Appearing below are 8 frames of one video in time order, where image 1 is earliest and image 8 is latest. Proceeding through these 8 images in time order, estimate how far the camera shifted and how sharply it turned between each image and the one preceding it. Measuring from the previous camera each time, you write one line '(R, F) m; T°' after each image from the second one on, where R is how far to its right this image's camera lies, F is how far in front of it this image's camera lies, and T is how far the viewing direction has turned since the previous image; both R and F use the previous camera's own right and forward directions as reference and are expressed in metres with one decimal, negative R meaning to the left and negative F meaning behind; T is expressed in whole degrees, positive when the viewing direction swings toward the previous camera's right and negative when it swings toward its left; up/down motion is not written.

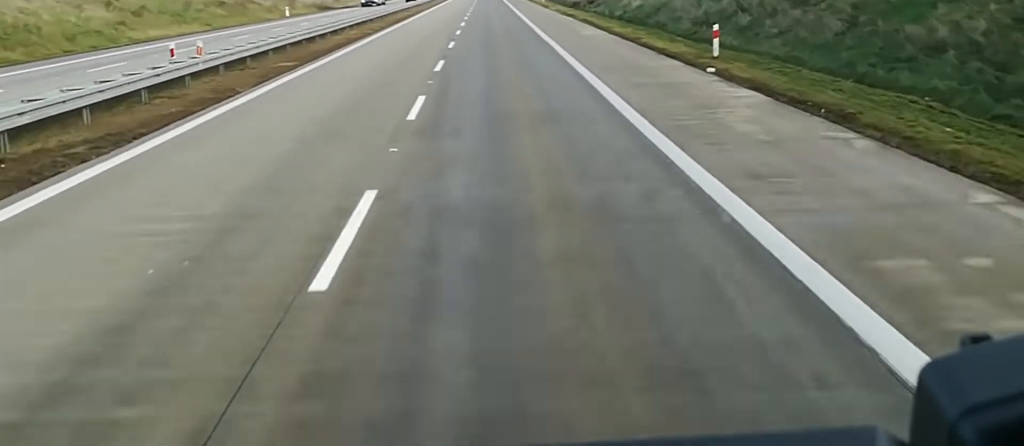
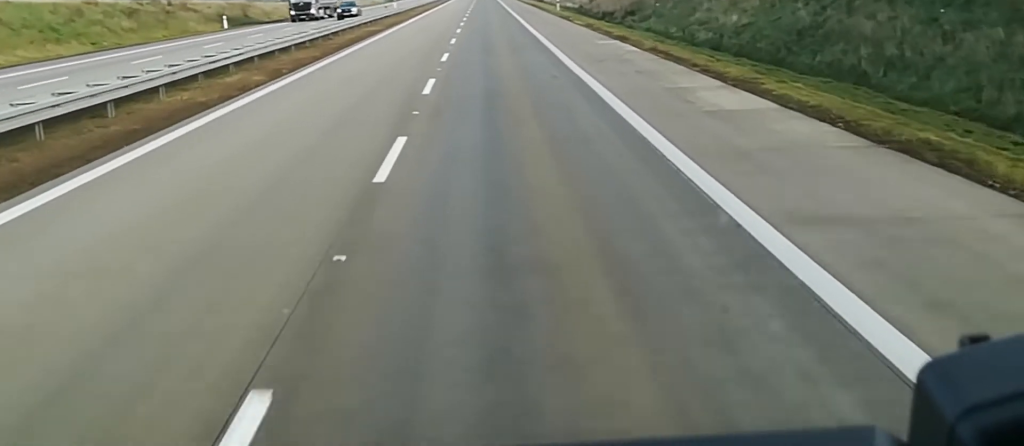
(+0.2, +30.4) m; +1°
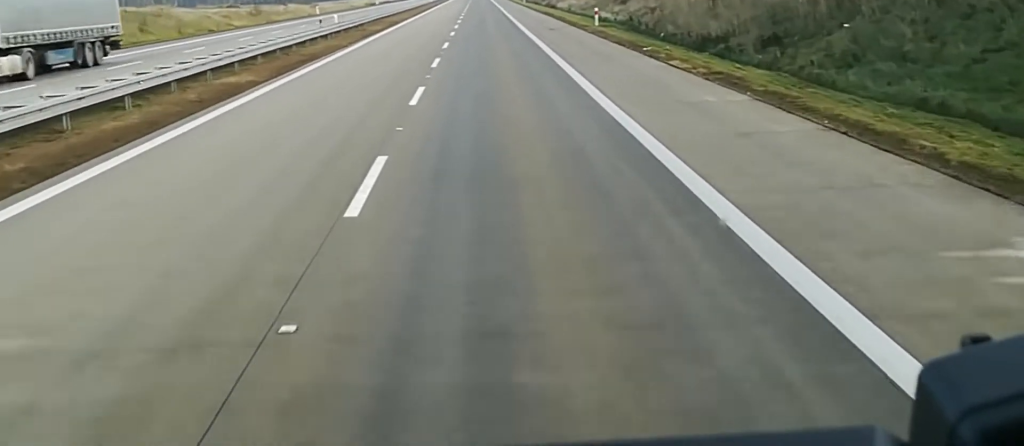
(+0.3, +38.0) m; 0°
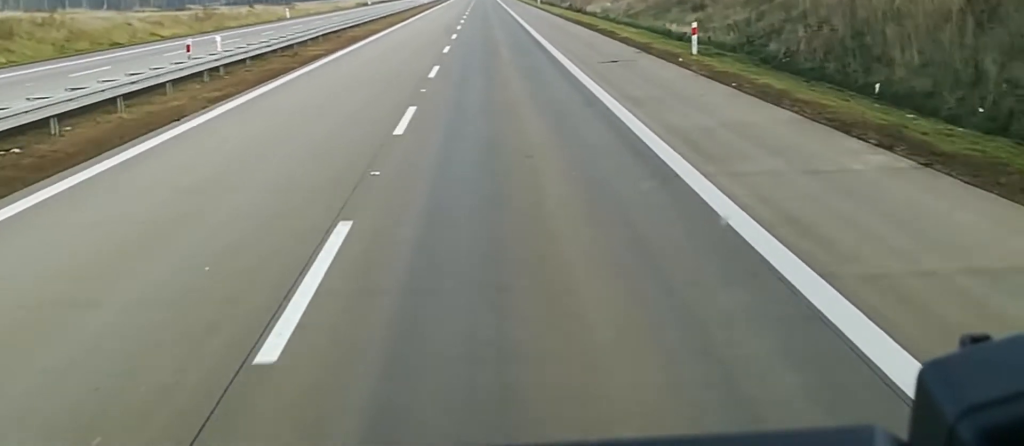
(-0.4, +29.7) m; -1°
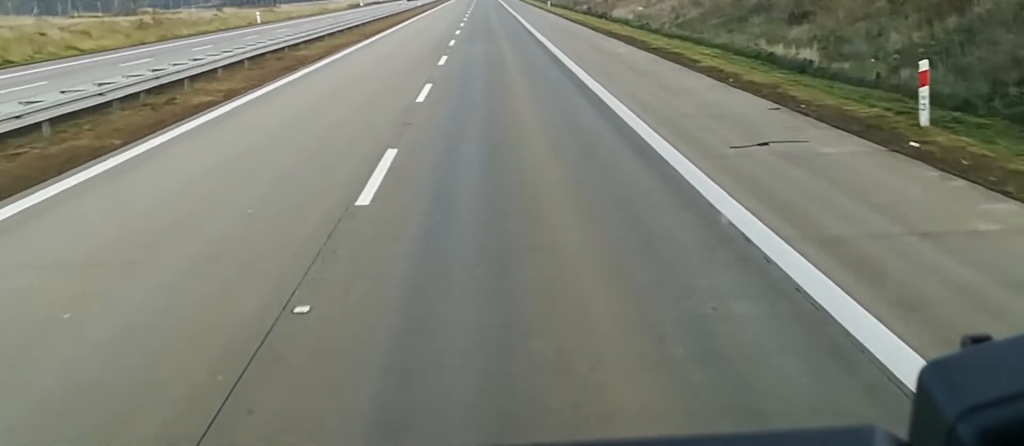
(-0.1, +18.5) m; 0°
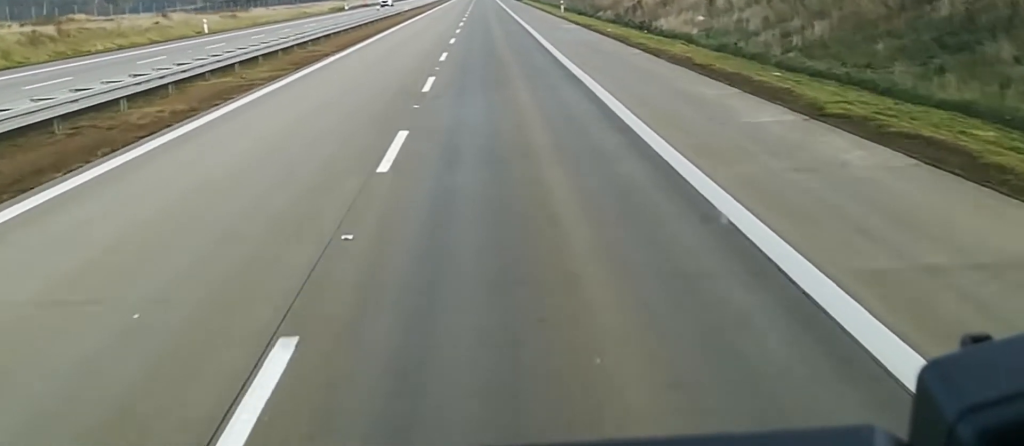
(0.0, +21.0) m; 0°
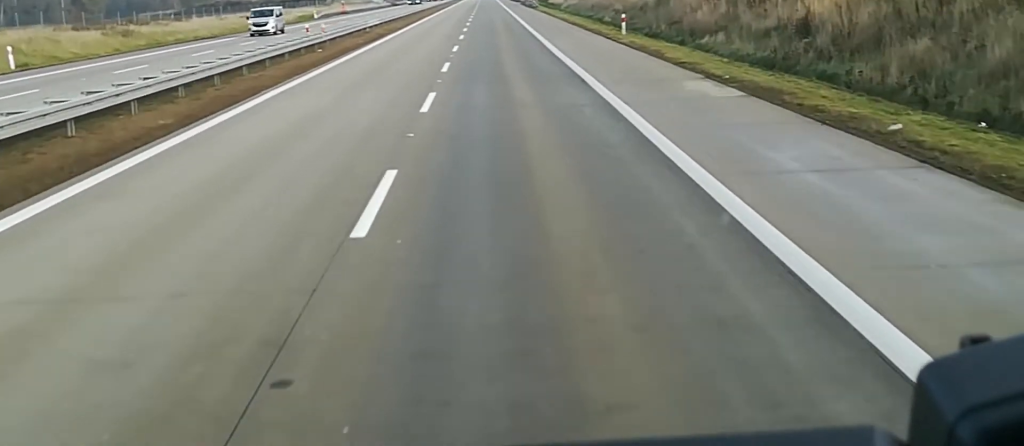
(+0.3, +39.8) m; 0°
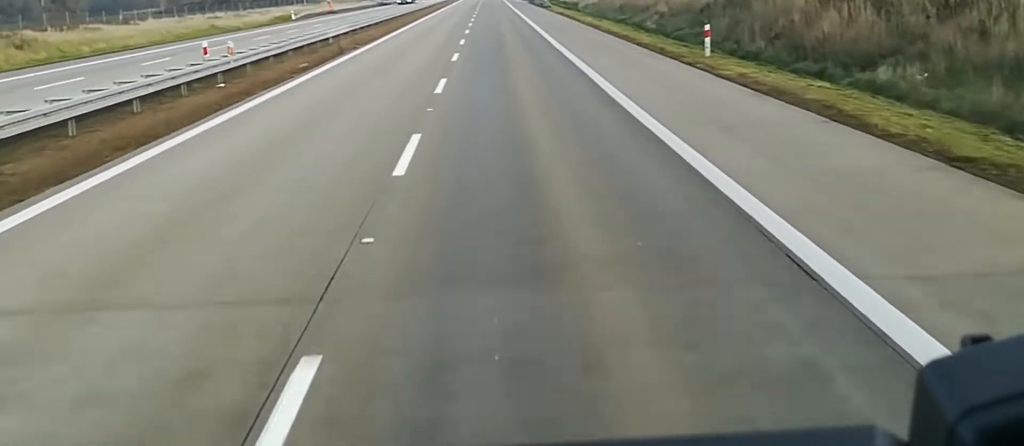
(0.0, +20.3) m; 0°
